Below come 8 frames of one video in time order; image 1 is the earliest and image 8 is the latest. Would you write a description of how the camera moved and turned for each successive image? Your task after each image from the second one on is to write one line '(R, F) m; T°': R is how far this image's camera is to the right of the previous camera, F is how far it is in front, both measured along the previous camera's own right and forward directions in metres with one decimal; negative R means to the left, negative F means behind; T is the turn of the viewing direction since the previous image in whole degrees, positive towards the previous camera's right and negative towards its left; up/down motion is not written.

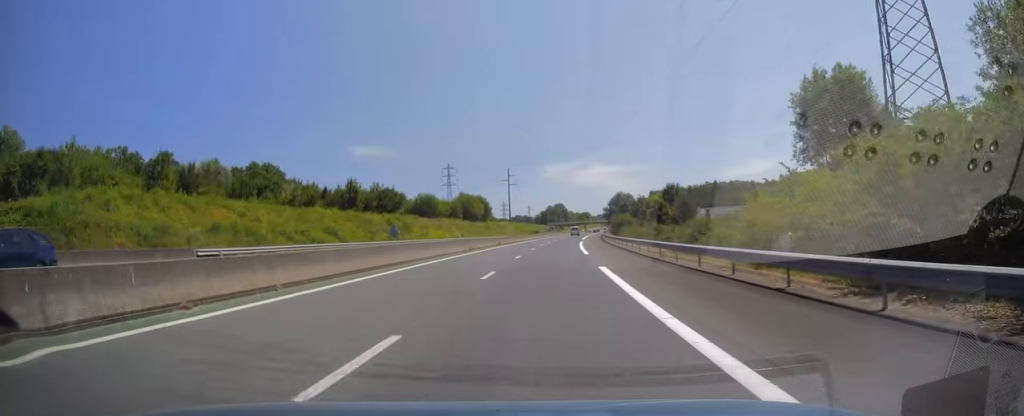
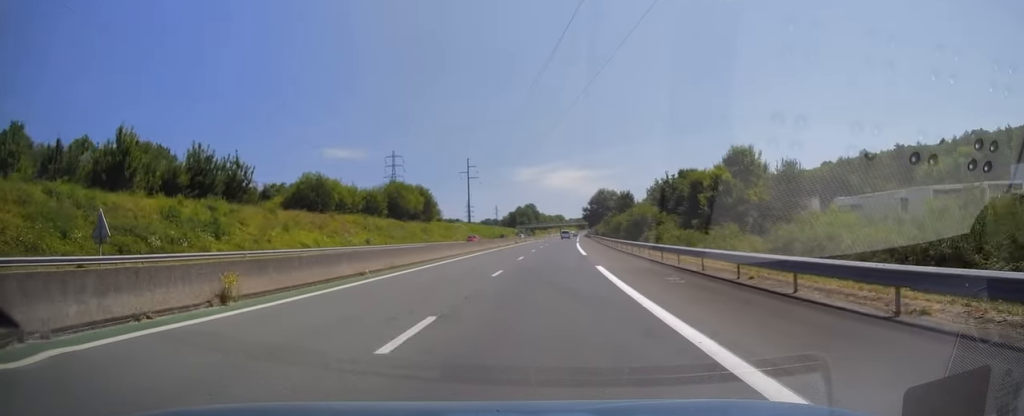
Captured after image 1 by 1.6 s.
(+1.7, +48.4) m; +3°
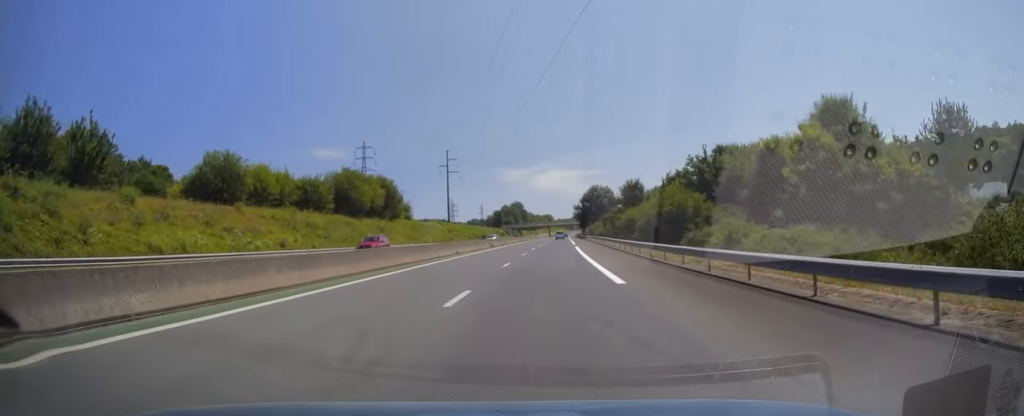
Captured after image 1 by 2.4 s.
(-0.1, +21.1) m; +1°
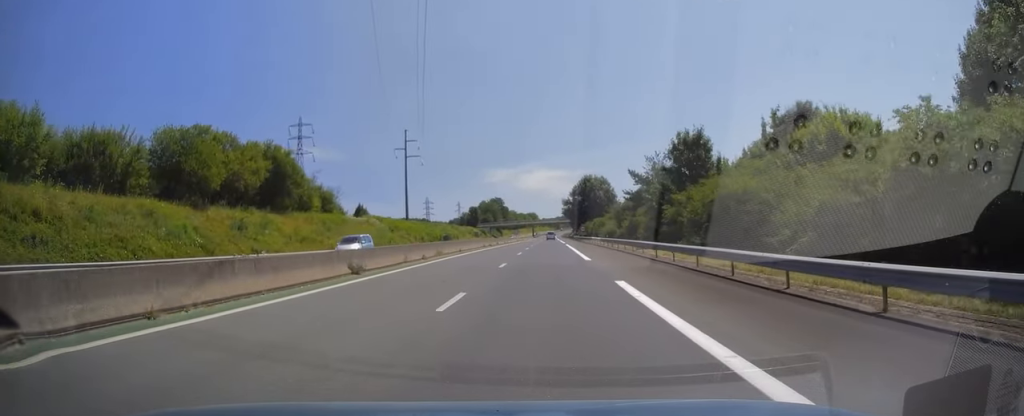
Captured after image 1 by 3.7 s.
(+0.8, +38.7) m; +2°
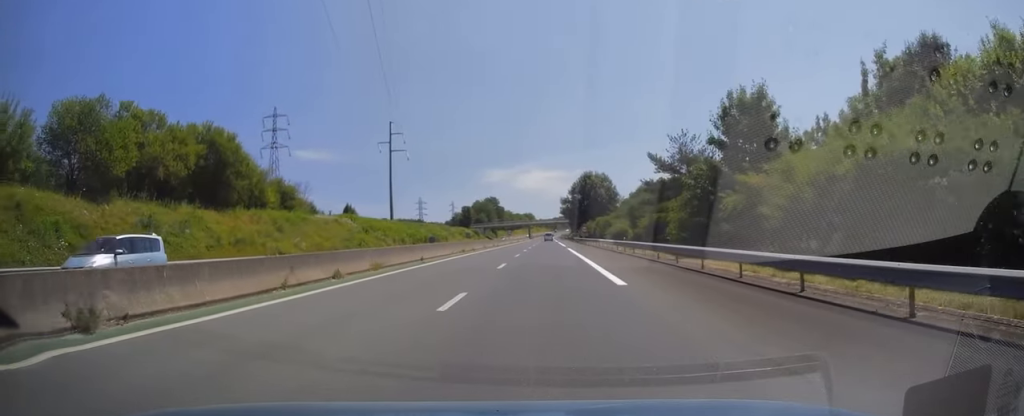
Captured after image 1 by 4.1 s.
(+0.2, +12.7) m; 0°
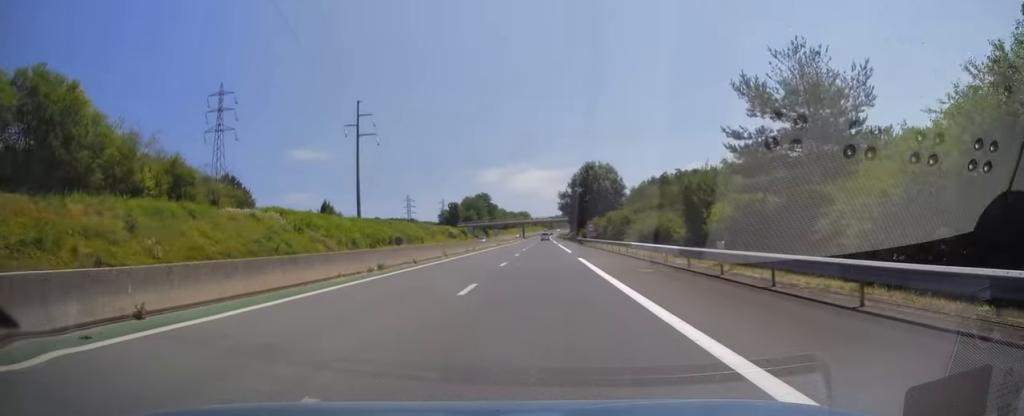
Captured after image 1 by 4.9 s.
(-0.1, +22.5) m; 0°
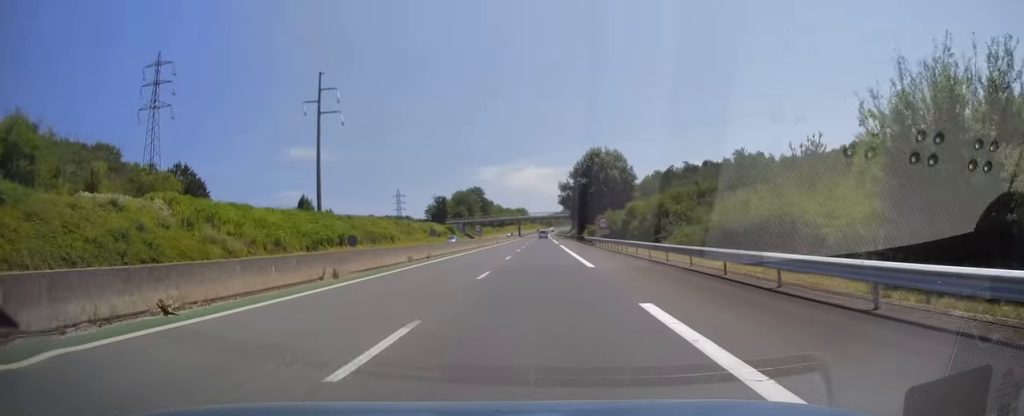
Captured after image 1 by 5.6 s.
(-0.2, +20.6) m; +1°
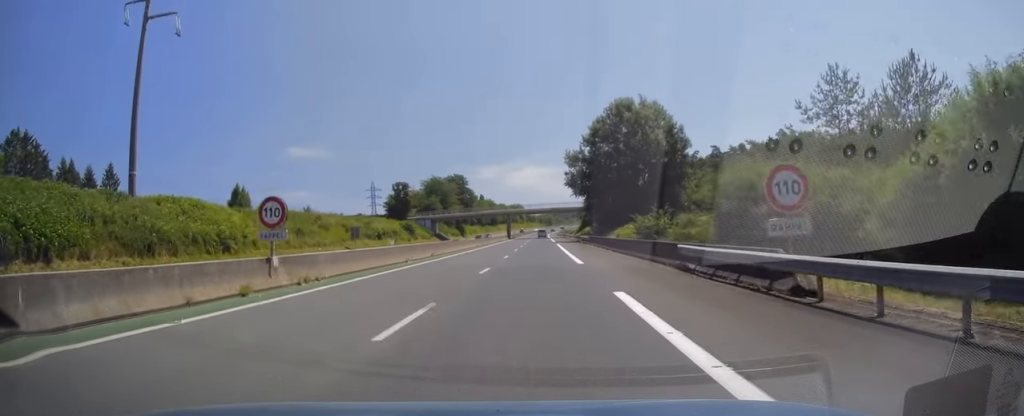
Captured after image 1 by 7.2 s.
(+0.6, +48.7) m; 0°
